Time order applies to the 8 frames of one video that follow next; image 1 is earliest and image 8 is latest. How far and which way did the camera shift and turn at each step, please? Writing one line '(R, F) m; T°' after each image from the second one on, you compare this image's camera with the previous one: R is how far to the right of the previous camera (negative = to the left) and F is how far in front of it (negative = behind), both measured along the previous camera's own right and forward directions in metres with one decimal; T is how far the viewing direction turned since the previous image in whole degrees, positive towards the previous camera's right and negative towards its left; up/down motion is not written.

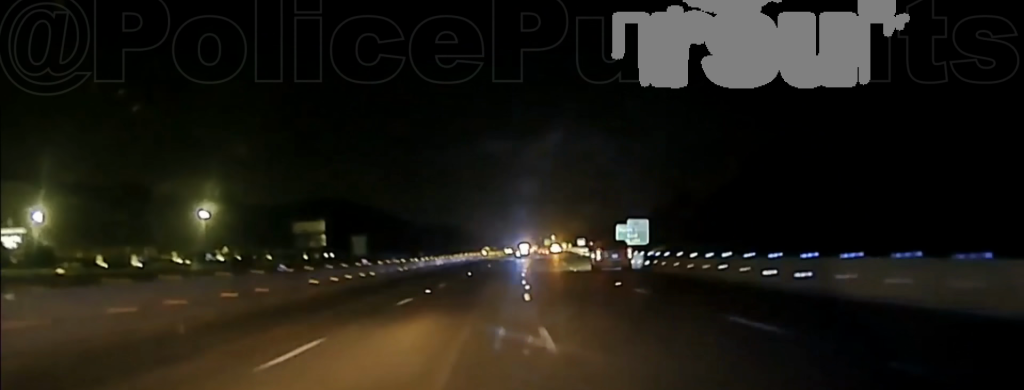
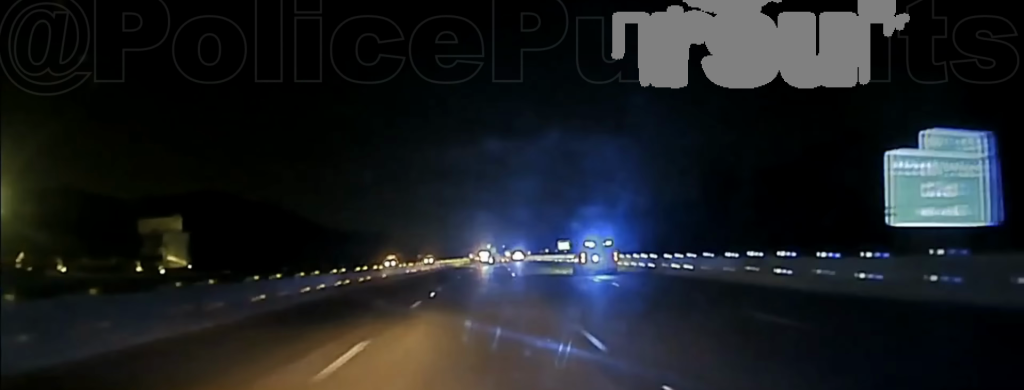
(+4.2, +99.9) m; +4°
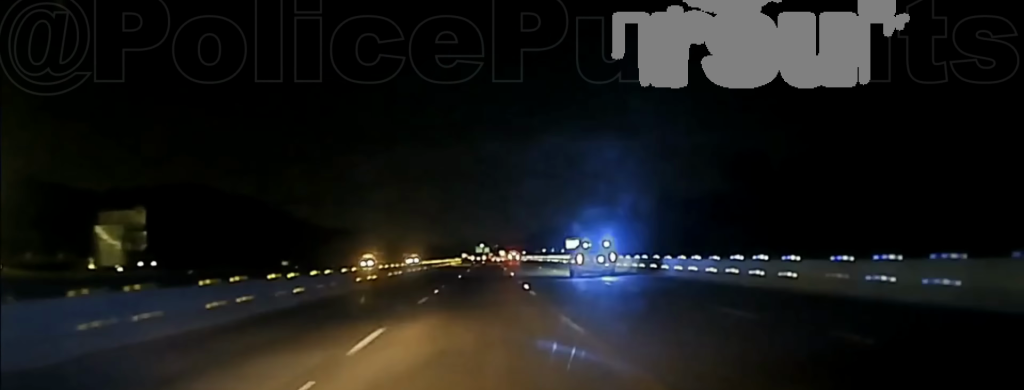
(+0.1, +21.3) m; 0°
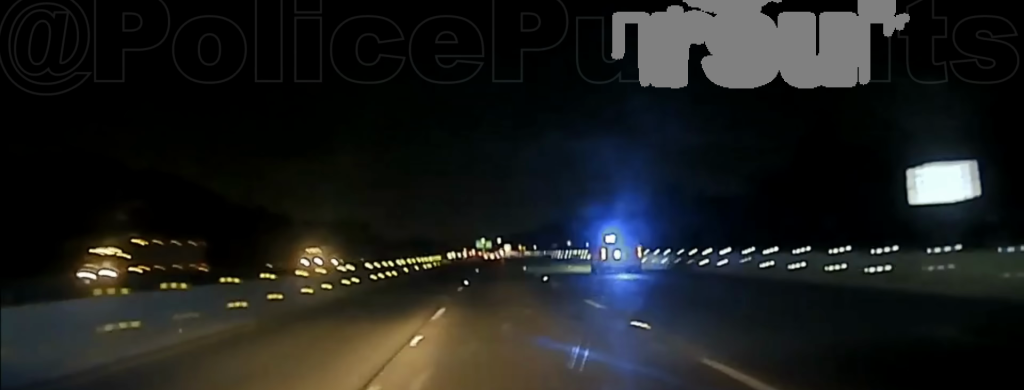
(-0.1, +87.4) m; 0°
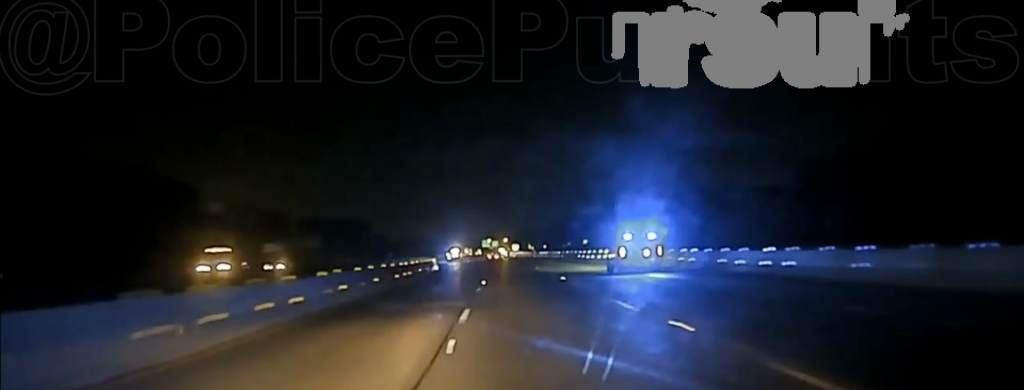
(-0.1, +23.1) m; 0°
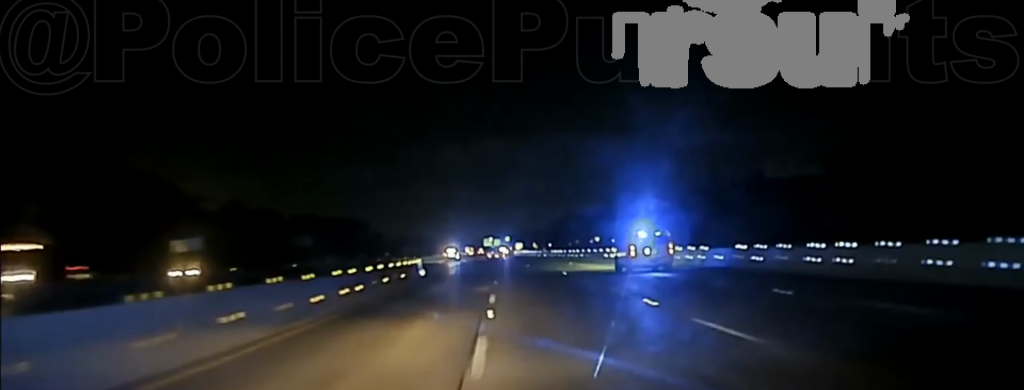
(0.0, +18.5) m; 0°
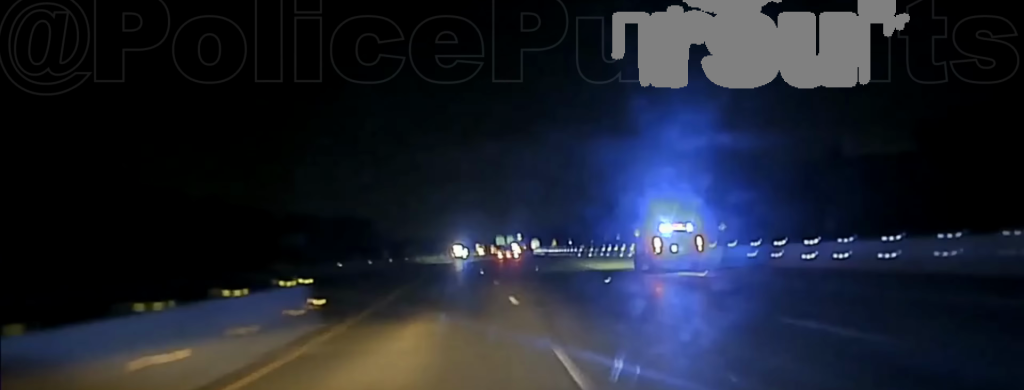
(0.0, +42.0) m; -1°
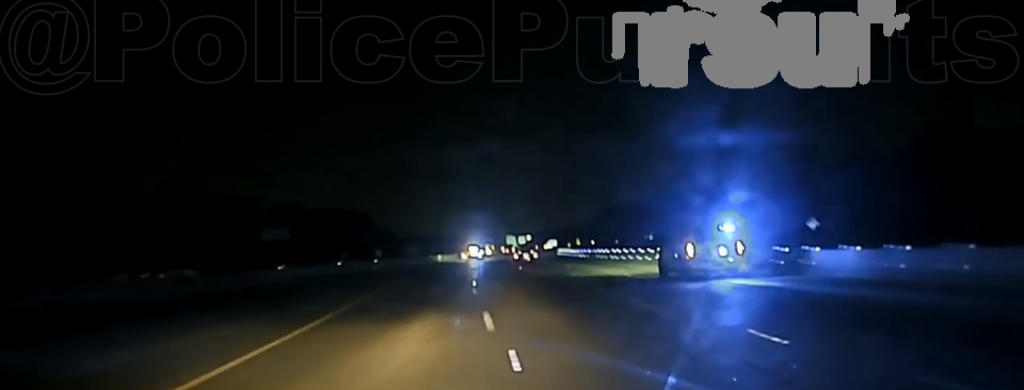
(-0.6, +44.2) m; 0°
